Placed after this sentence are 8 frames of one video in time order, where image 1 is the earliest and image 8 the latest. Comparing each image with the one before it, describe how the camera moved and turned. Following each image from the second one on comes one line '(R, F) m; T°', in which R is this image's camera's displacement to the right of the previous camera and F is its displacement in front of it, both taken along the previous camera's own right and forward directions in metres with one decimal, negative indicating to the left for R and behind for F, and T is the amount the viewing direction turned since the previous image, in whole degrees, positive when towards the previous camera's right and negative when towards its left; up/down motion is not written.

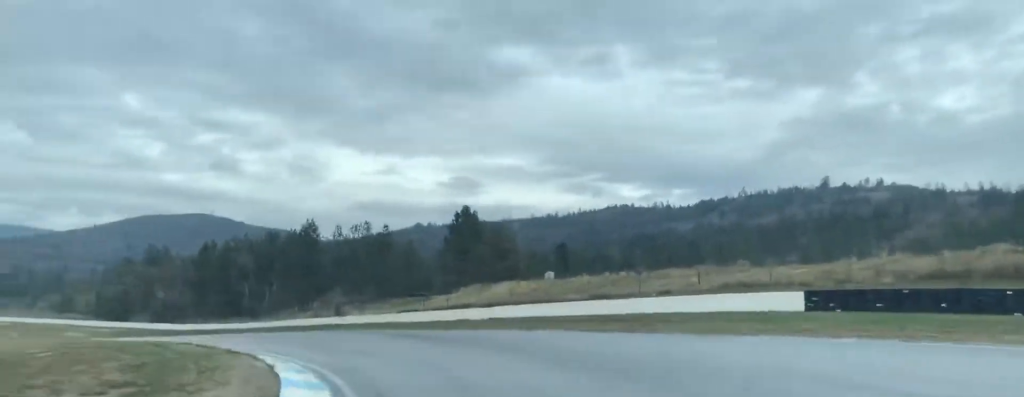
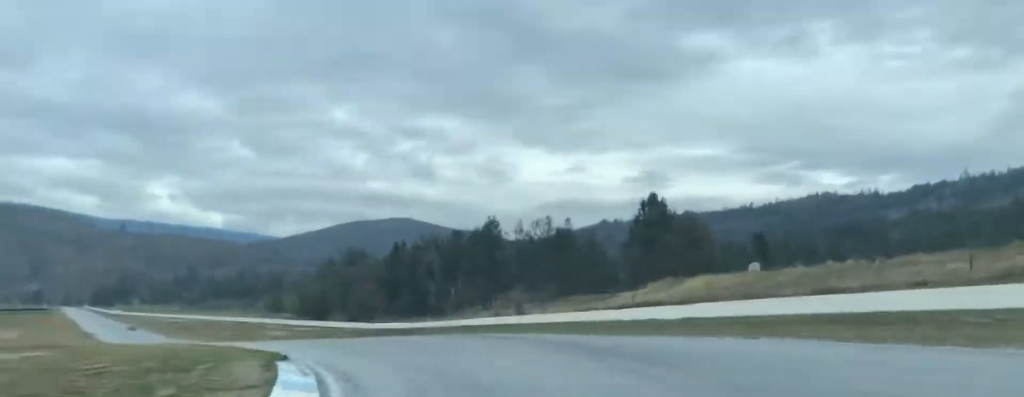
(-0.6, +9.1) m; -8°
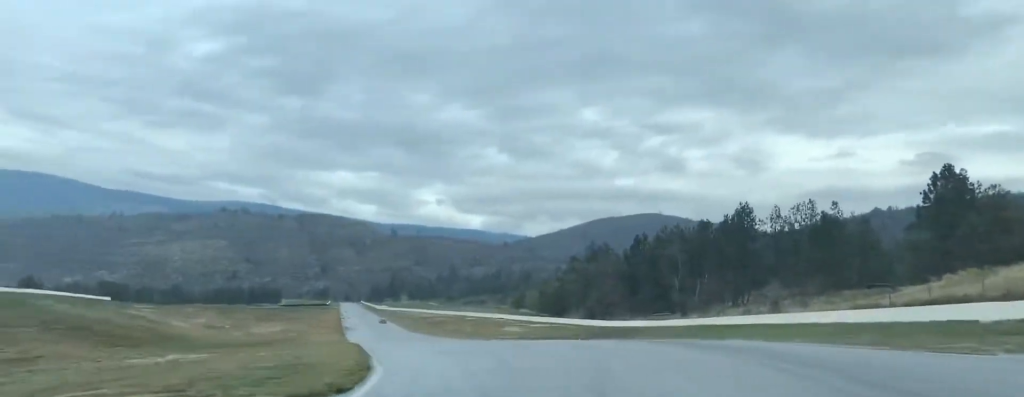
(-0.4, +9.9) m; -8°
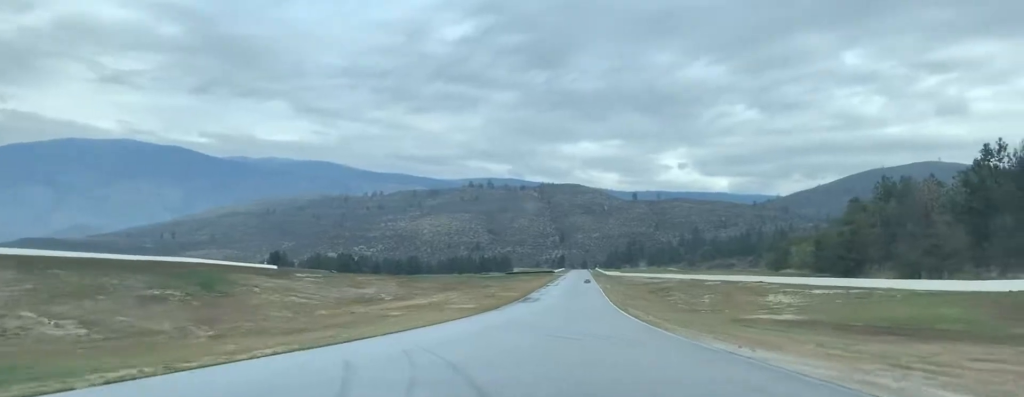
(-18.7, +53.4) m; -28°
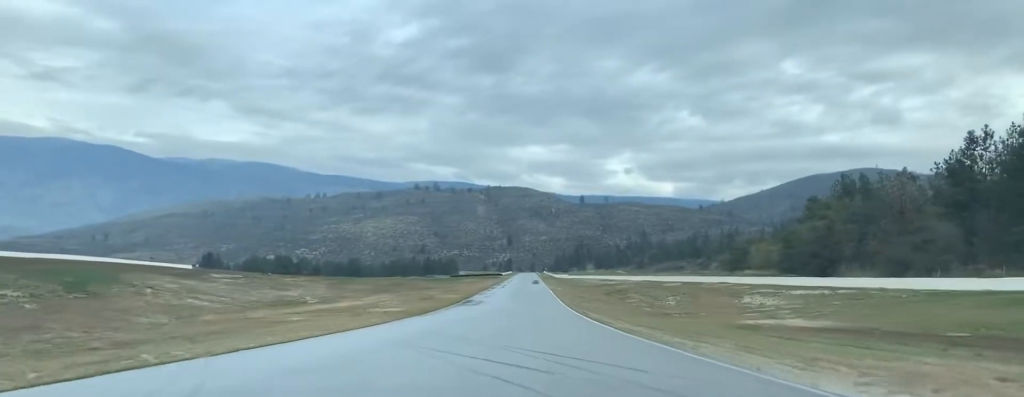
(-0.7, +13.4) m; -1°
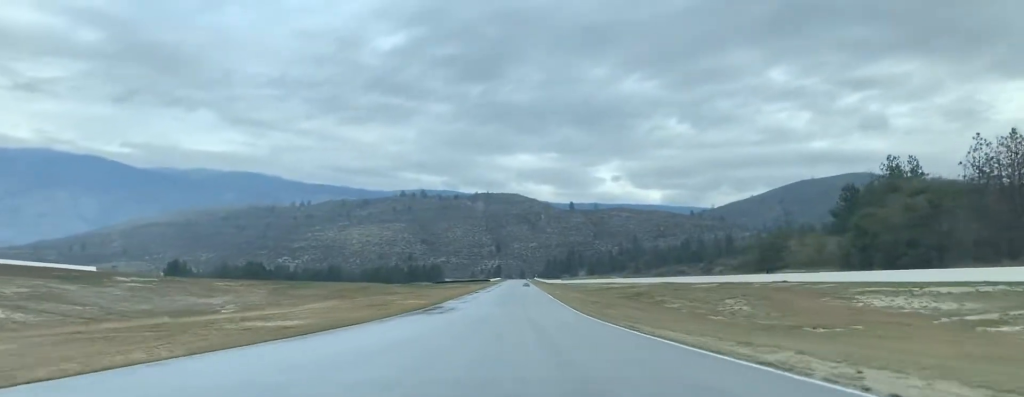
(+1.1, +32.2) m; +2°
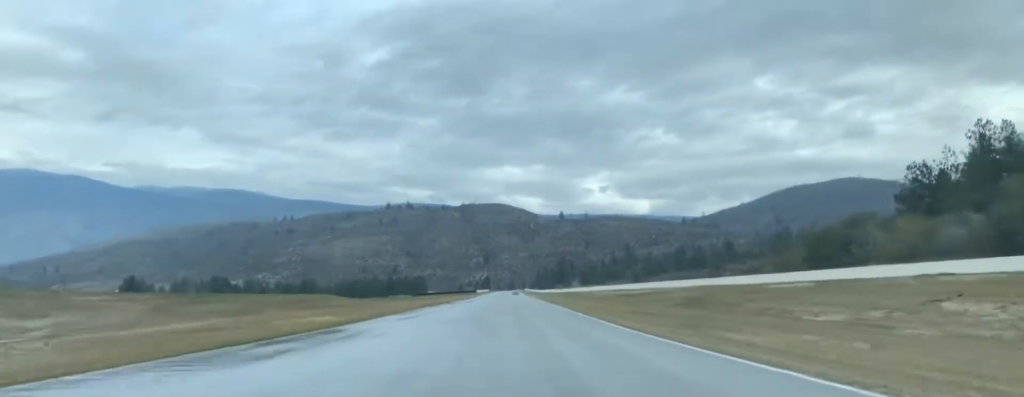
(+0.3, +37.2) m; +1°
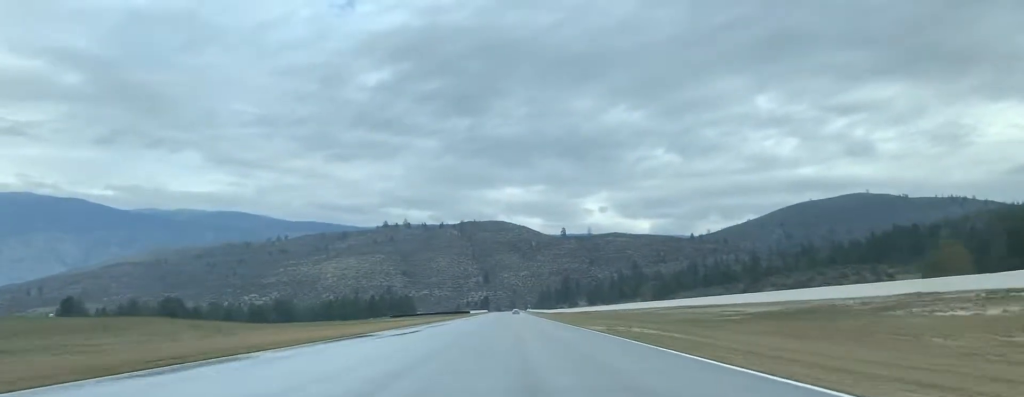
(+0.6, +57.1) m; +1°
